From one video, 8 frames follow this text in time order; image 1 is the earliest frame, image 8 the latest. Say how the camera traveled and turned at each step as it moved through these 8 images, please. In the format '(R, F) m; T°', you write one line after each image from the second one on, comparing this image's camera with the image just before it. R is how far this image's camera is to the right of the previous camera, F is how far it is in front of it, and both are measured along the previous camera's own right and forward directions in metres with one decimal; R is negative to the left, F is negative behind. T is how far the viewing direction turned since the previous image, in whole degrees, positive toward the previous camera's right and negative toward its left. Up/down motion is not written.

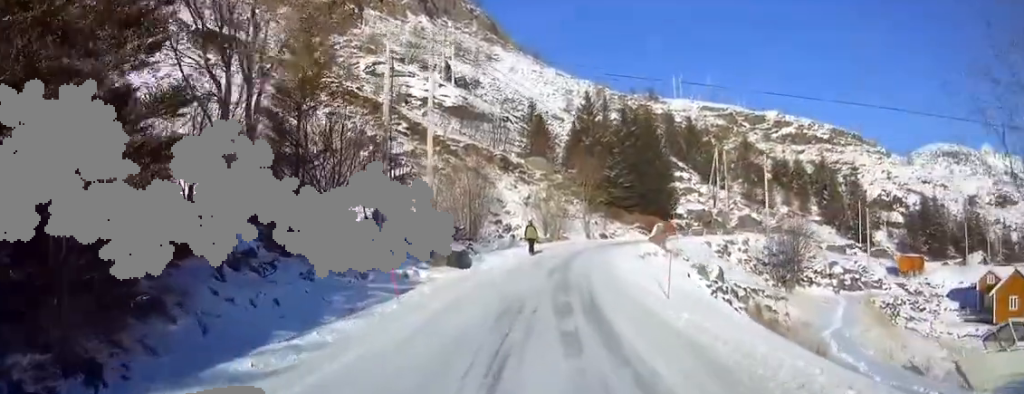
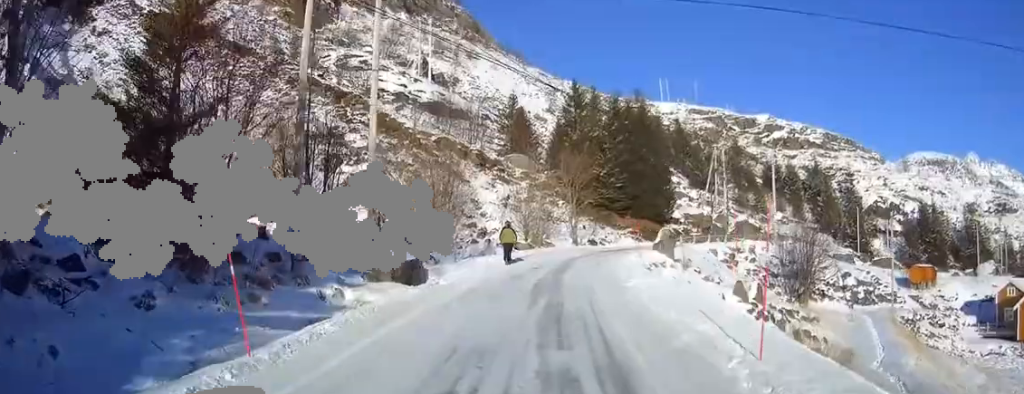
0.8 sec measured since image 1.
(+0.1, +7.6) m; +1°
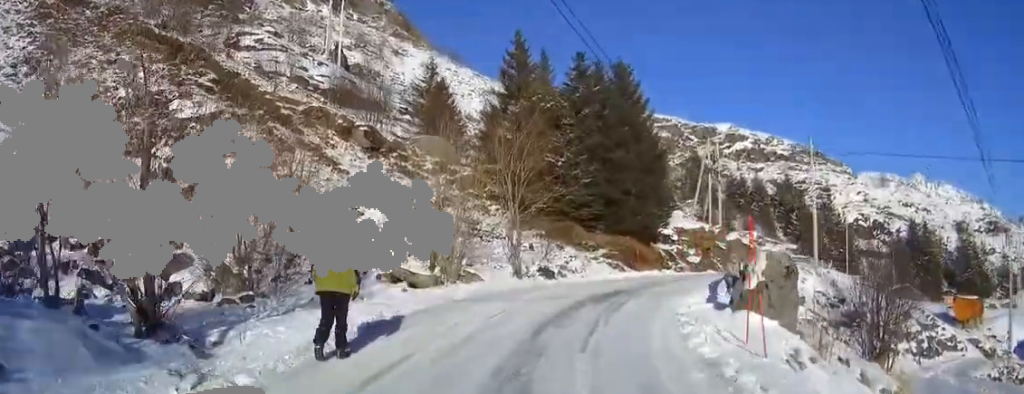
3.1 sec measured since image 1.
(+0.5, +22.1) m; +4°
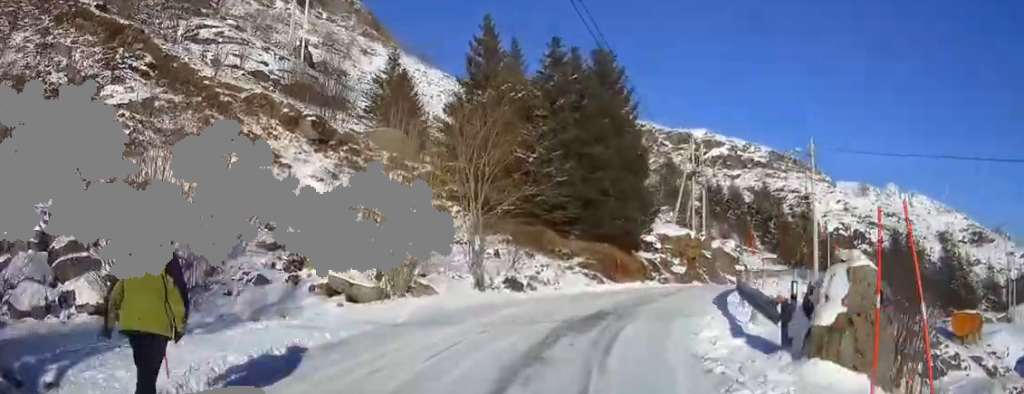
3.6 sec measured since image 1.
(0.0, +4.7) m; +2°
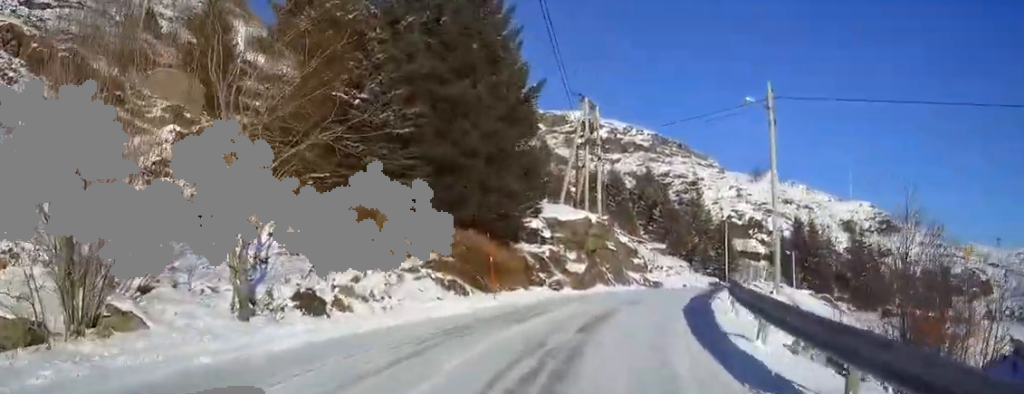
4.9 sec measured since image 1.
(+0.6, +12.2) m; +8°
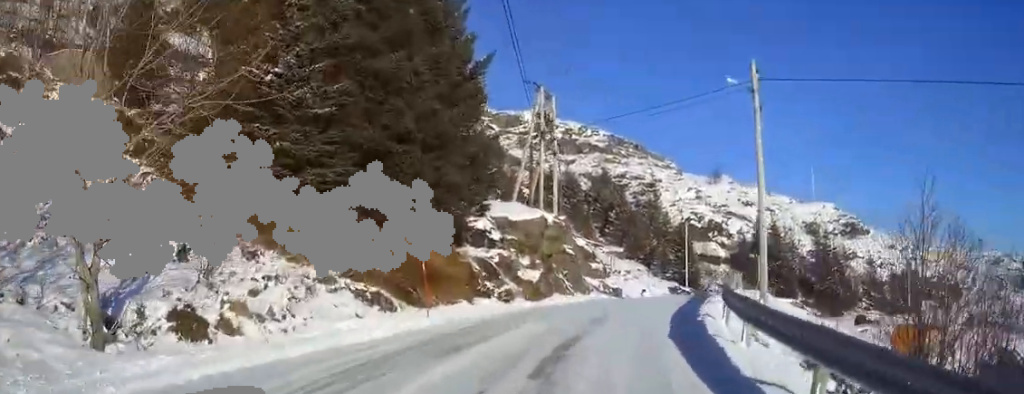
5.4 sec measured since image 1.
(+0.3, +3.8) m; +3°
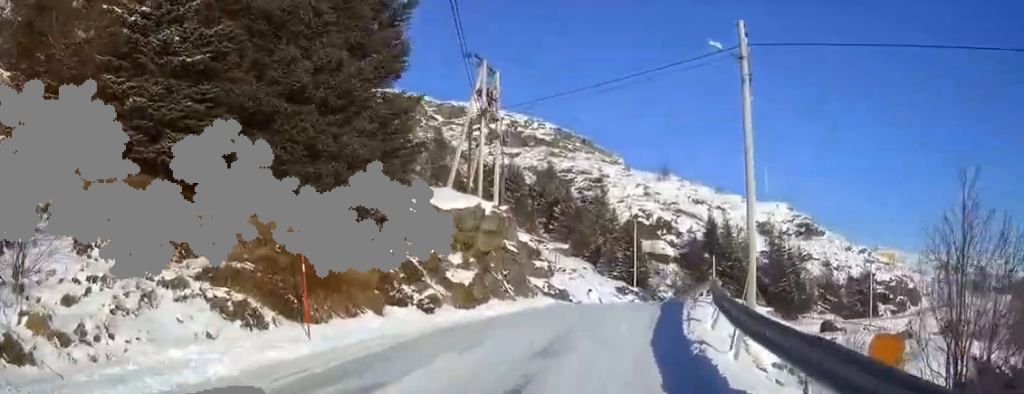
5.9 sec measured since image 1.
(+0.1, +4.7) m; +4°
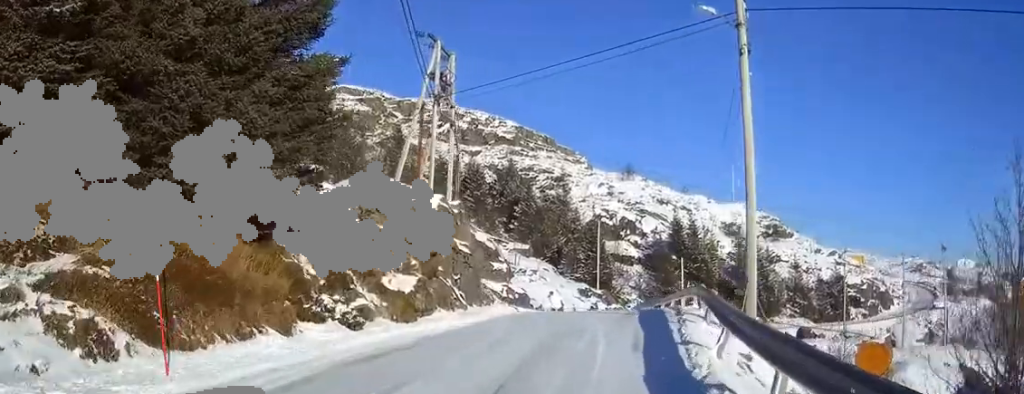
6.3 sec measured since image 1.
(+0.2, +3.4) m; +2°
